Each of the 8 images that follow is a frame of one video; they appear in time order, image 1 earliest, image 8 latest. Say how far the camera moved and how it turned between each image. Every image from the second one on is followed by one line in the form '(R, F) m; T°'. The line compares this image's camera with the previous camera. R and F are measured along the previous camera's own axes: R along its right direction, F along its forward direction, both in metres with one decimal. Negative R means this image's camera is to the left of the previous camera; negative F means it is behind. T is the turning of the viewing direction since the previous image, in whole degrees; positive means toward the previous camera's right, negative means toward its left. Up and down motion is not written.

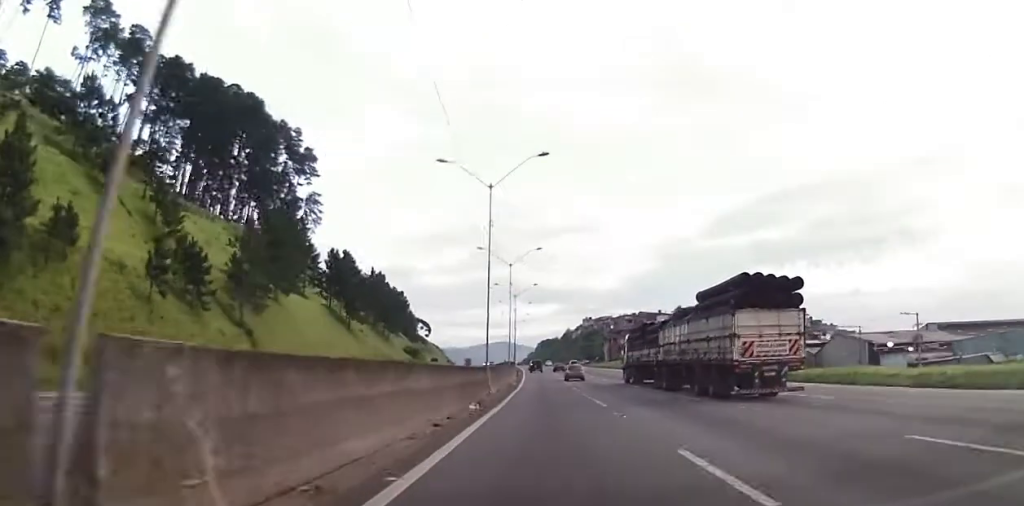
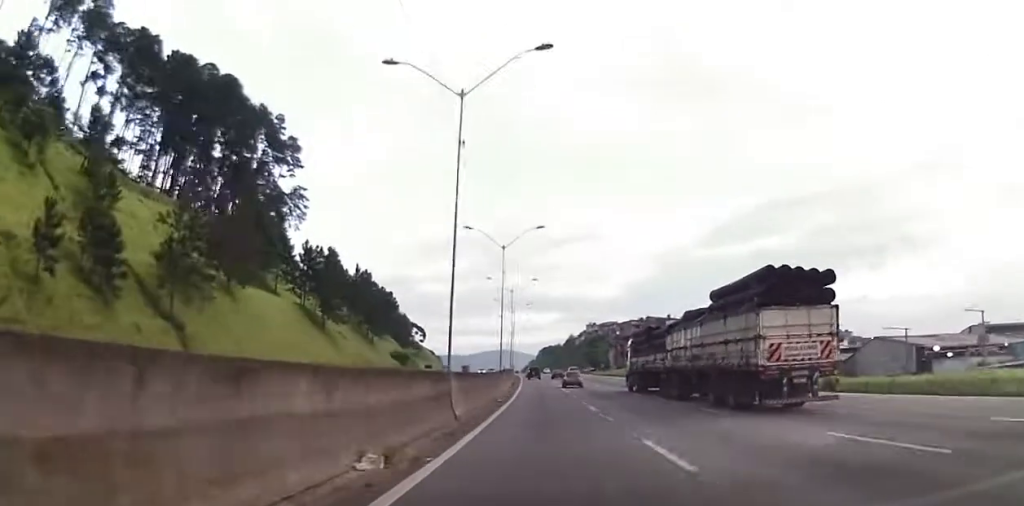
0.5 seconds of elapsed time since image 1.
(0.0, +13.4) m; 0°
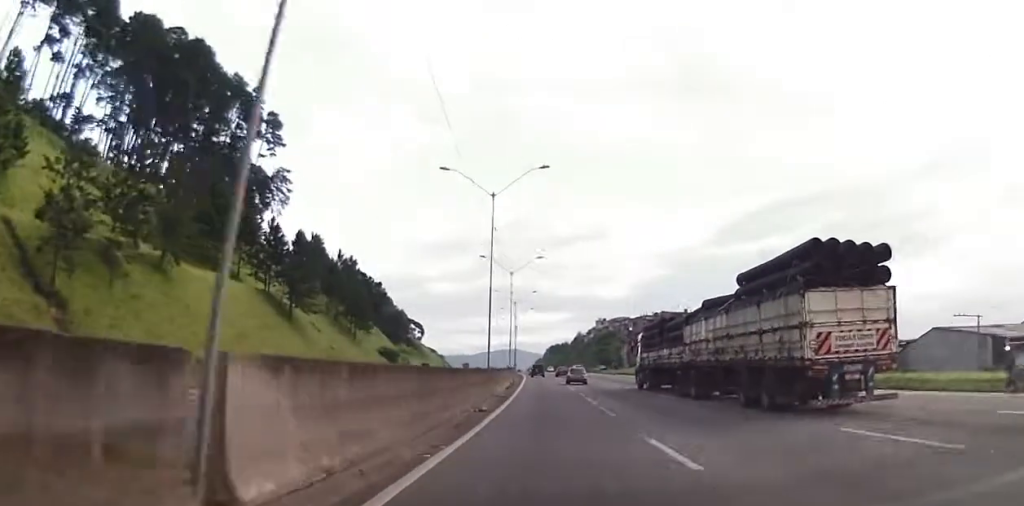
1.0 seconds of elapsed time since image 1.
(0.0, +15.4) m; 0°
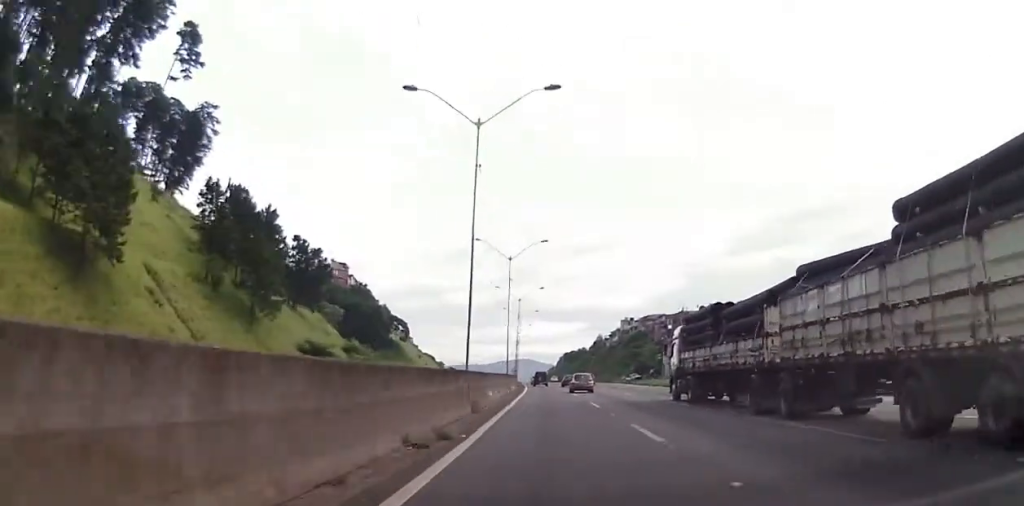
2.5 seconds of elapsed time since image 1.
(-0.5, +42.9) m; -2°
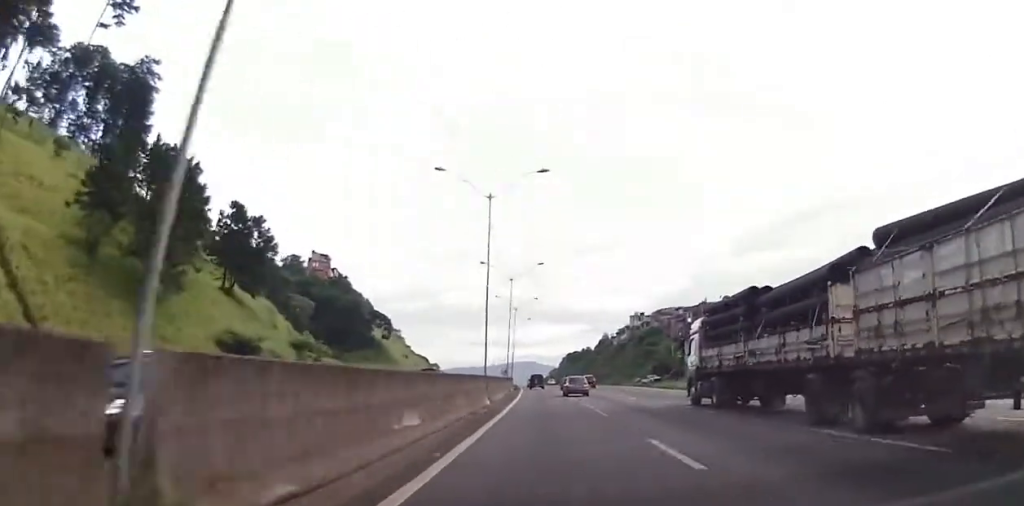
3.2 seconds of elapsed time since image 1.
(-0.2, +19.9) m; 0°
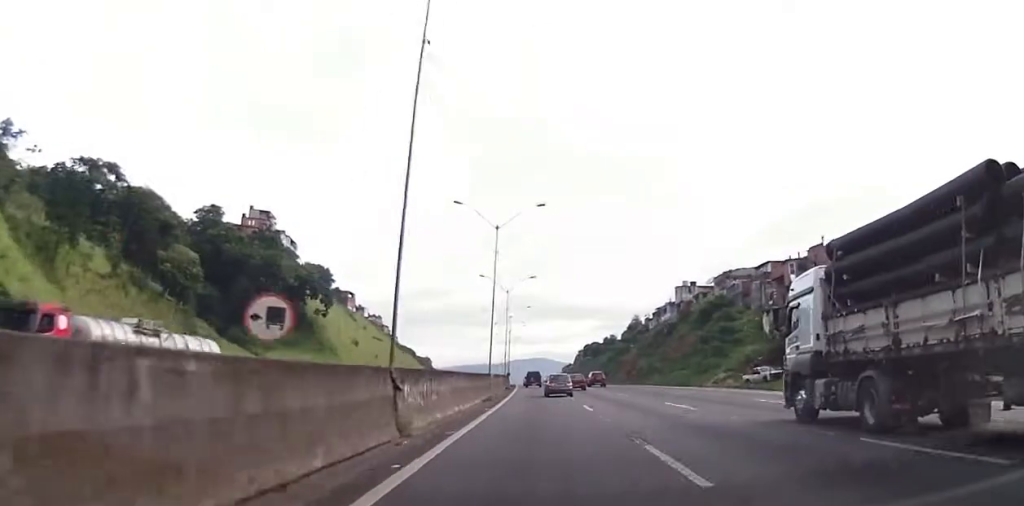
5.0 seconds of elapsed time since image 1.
(-0.1, +51.3) m; -1°
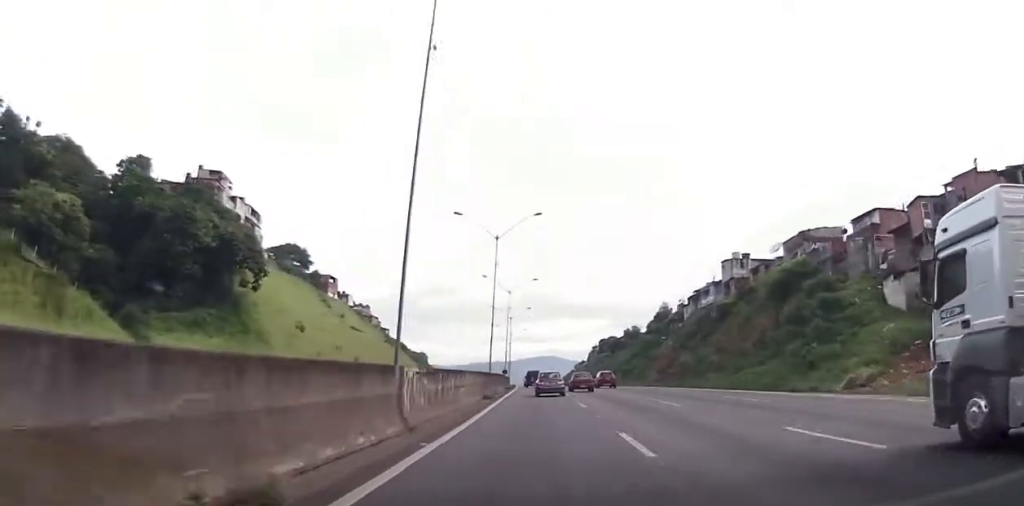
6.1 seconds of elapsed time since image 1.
(-0.4, +29.2) m; -1°
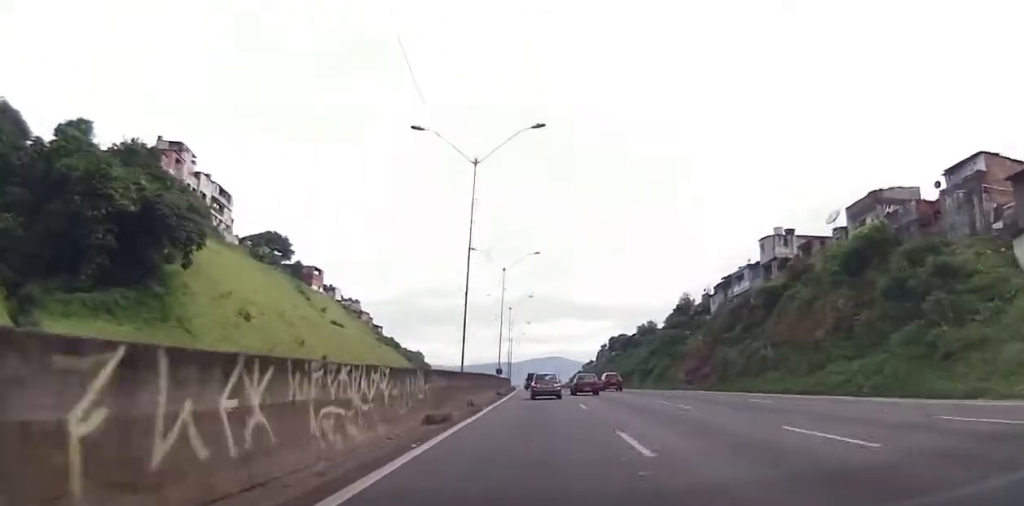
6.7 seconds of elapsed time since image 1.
(0.0, +17.1) m; 0°
